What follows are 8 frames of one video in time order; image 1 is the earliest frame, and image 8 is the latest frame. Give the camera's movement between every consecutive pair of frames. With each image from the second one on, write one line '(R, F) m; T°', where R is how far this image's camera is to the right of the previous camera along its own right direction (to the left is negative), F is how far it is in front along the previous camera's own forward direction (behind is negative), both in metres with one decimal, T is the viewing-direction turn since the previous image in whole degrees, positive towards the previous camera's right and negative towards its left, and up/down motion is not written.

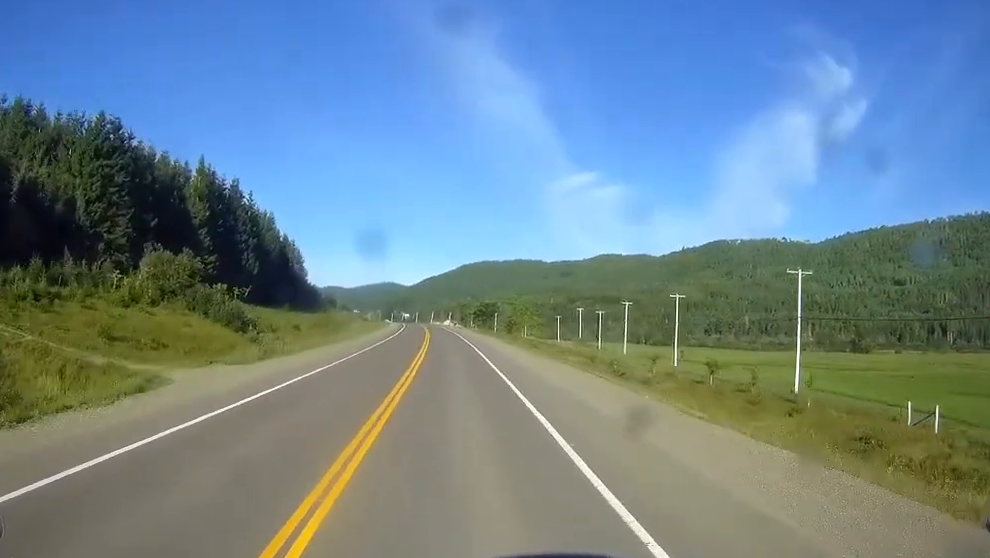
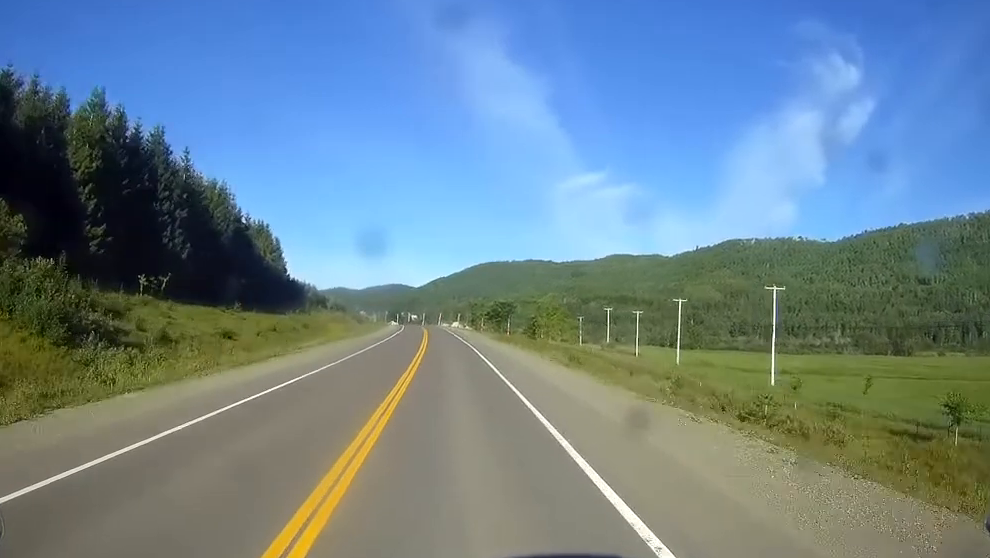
(-0.2, +37.9) m; -1°
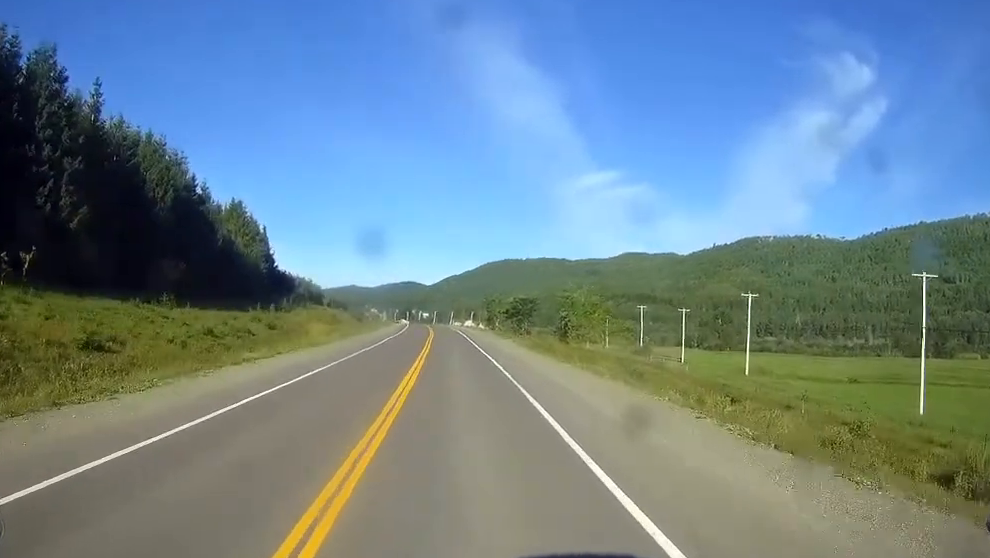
(-0.1, +30.4) m; -1°
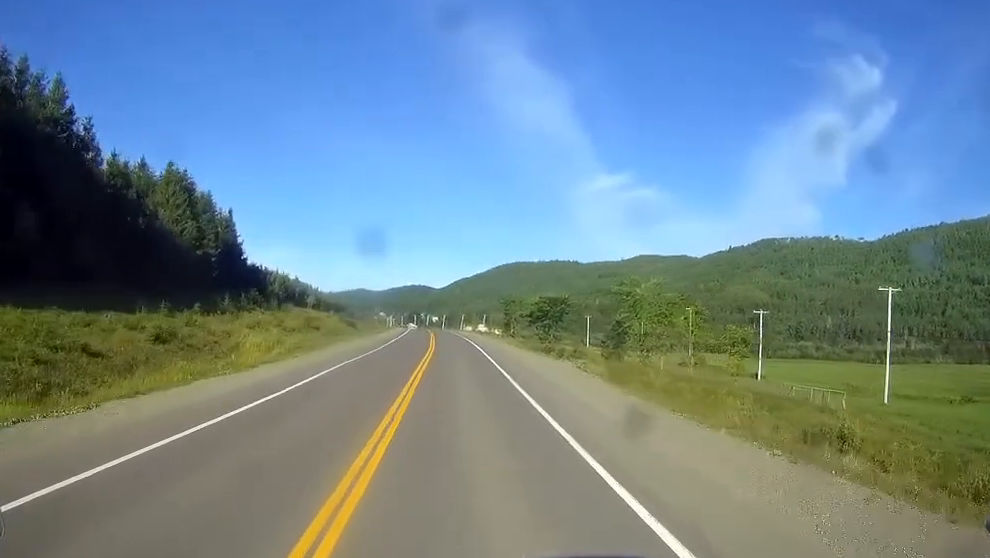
(-0.3, +38.7) m; -1°
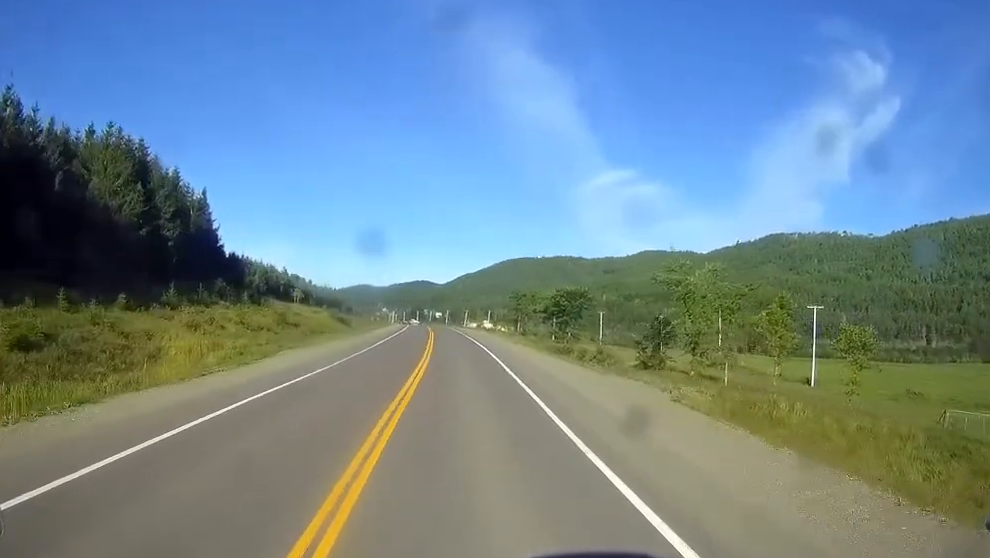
(-0.1, +19.4) m; 0°
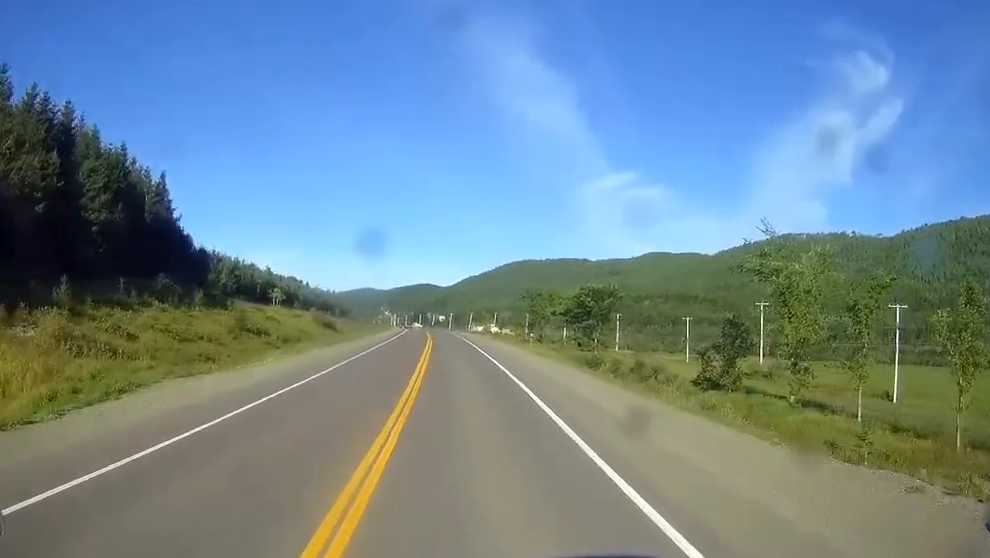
(-0.1, +22.2) m; 0°
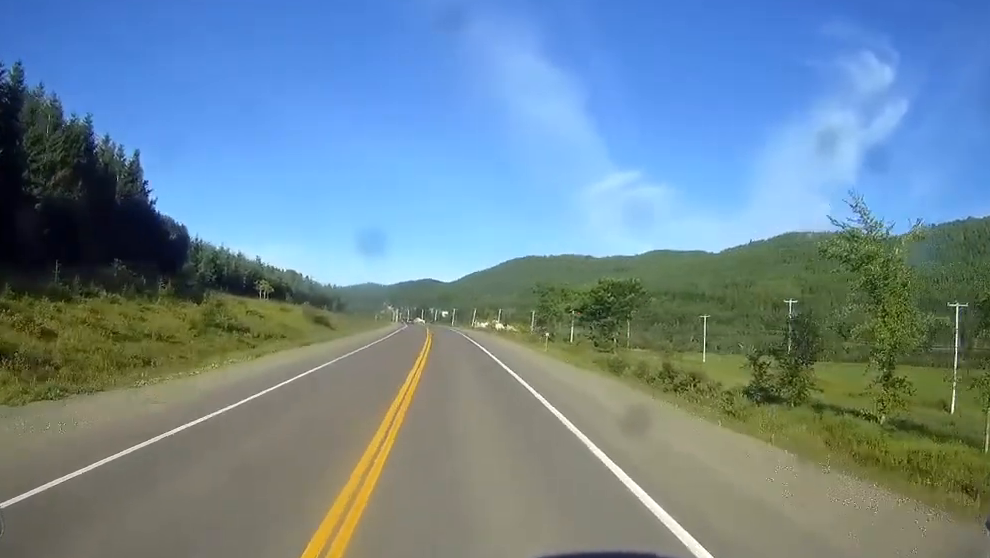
(0.0, +12.0) m; 0°
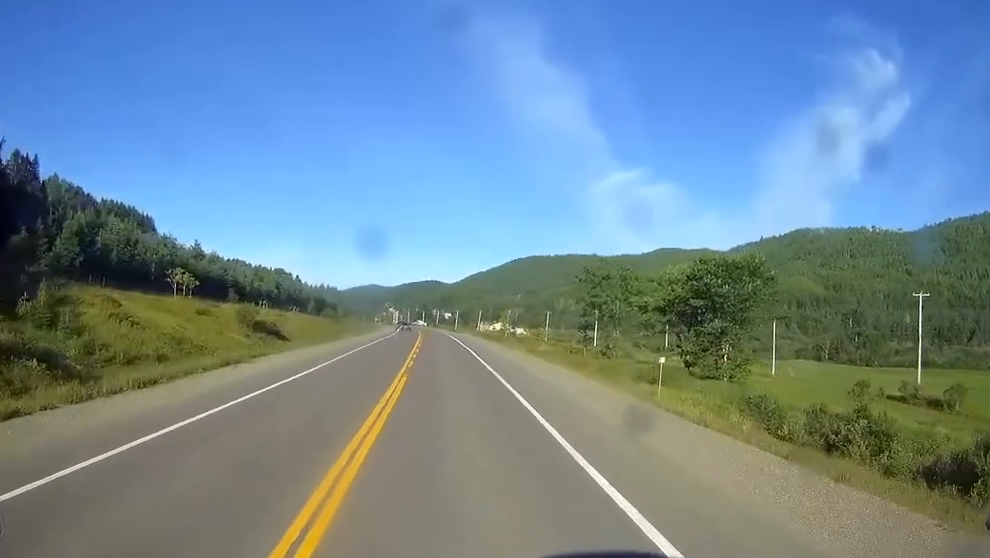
(0.0, +41.7) m; 0°
